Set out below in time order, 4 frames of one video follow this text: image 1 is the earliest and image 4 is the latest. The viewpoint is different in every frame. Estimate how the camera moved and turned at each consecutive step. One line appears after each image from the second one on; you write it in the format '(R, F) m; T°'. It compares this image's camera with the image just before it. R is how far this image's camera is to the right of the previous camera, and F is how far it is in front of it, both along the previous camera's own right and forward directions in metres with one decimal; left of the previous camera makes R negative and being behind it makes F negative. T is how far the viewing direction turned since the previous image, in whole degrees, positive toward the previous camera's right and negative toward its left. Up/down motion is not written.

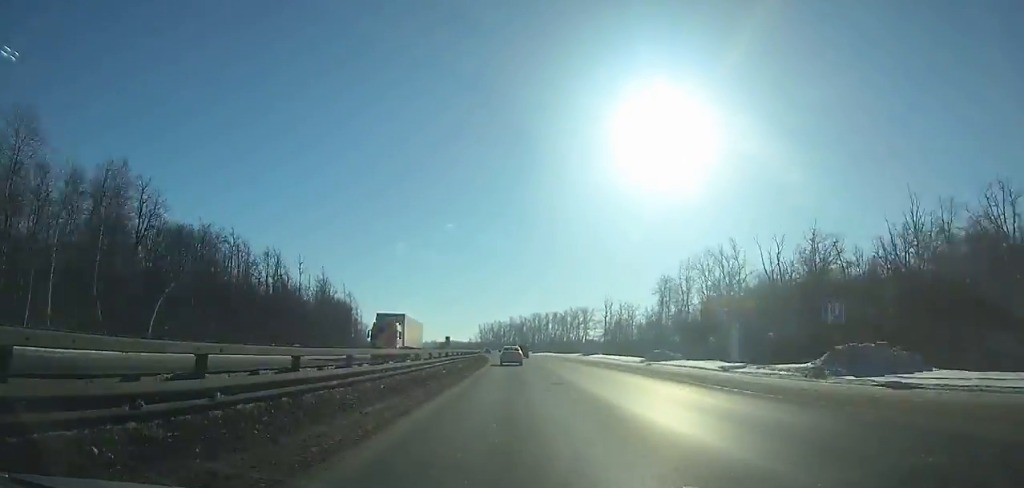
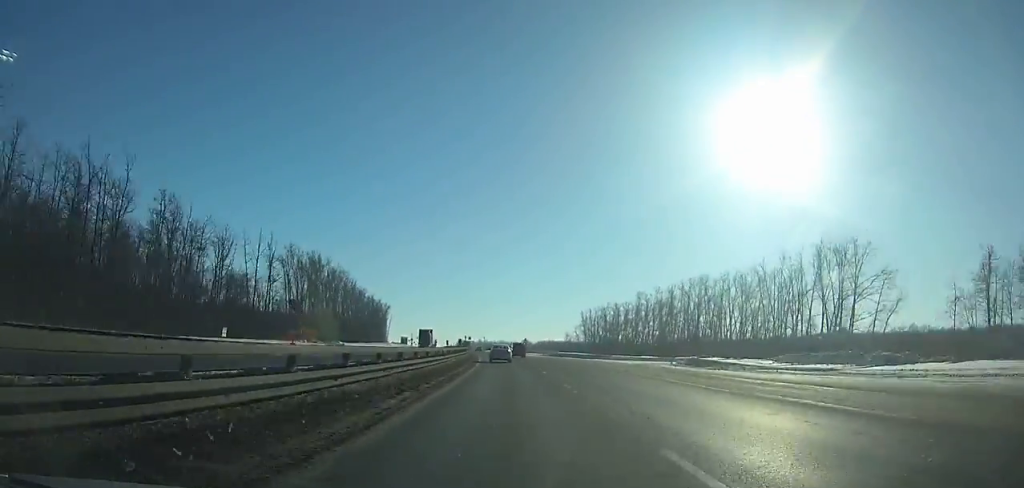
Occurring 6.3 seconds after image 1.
(-12.7, +167.3) m; -10°
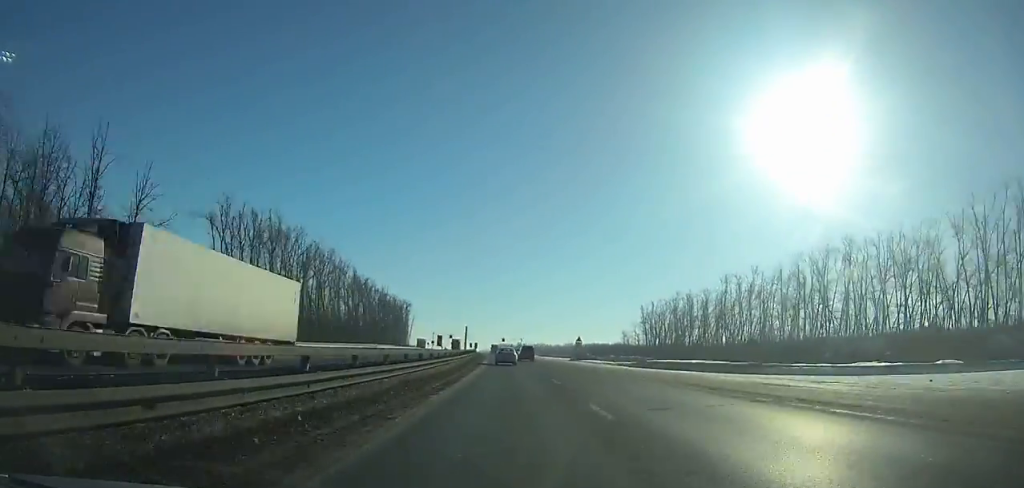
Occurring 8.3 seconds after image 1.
(-1.4, +53.6) m; -3°
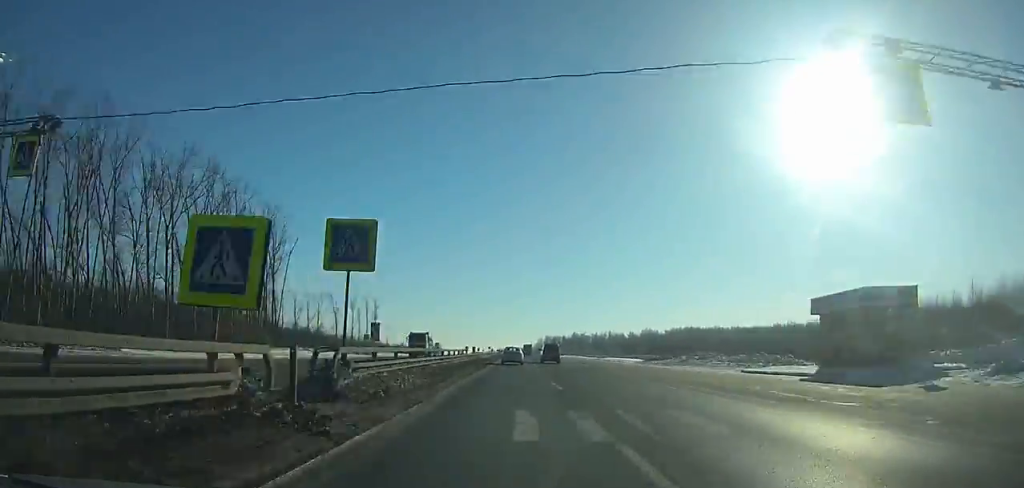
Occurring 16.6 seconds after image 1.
(-11.4, +225.0) m; -3°
